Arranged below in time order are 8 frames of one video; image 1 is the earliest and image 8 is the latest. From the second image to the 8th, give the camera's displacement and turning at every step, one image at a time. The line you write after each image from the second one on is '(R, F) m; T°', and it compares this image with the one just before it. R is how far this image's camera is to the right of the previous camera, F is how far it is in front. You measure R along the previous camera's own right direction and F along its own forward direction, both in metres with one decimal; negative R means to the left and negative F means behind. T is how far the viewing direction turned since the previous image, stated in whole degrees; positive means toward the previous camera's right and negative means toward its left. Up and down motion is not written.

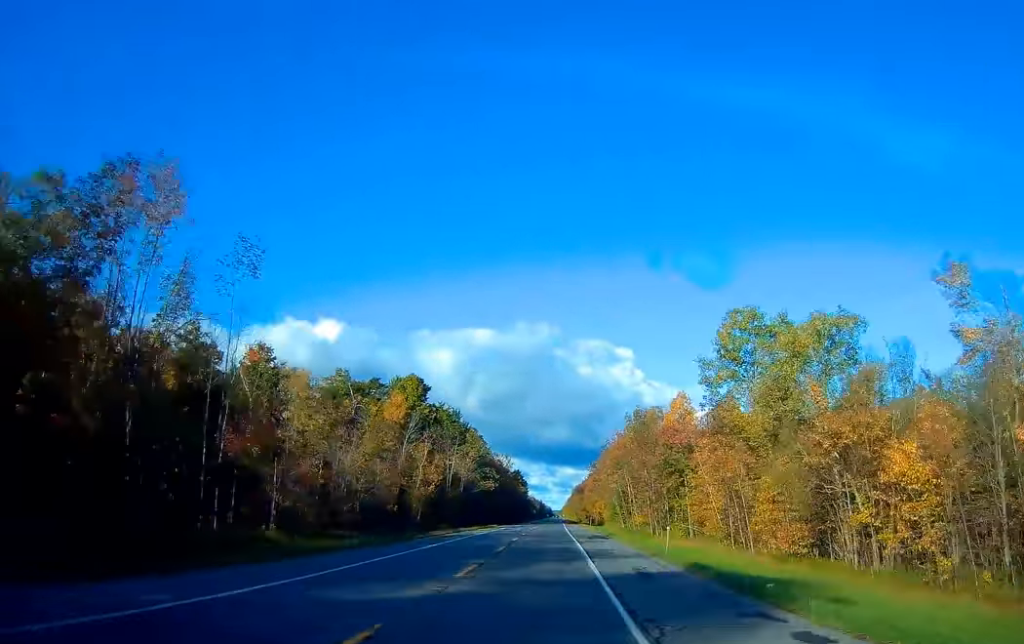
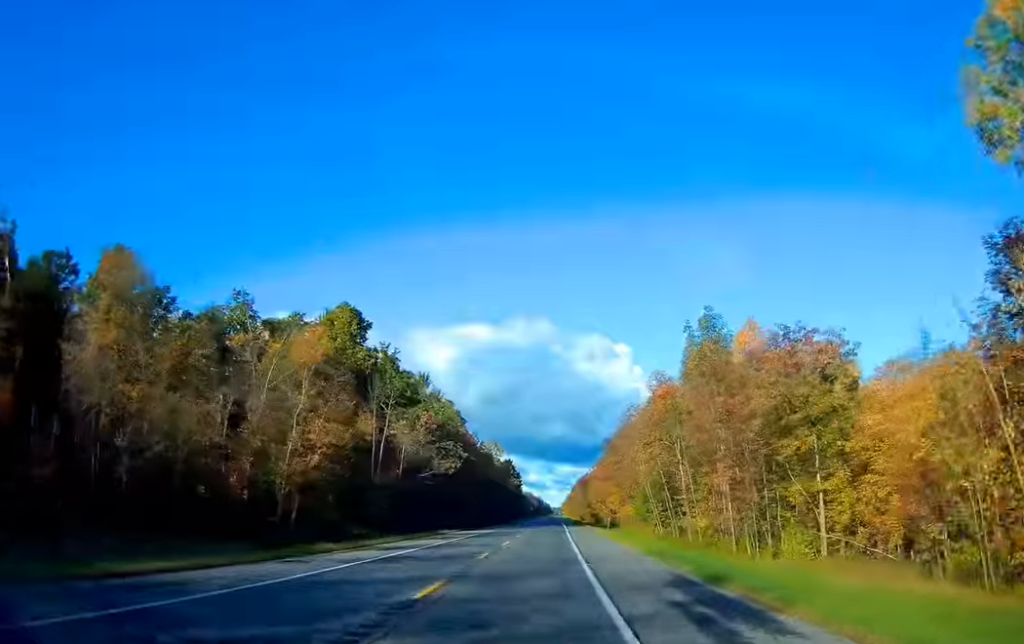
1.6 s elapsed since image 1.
(+0.2, +41.8) m; +1°
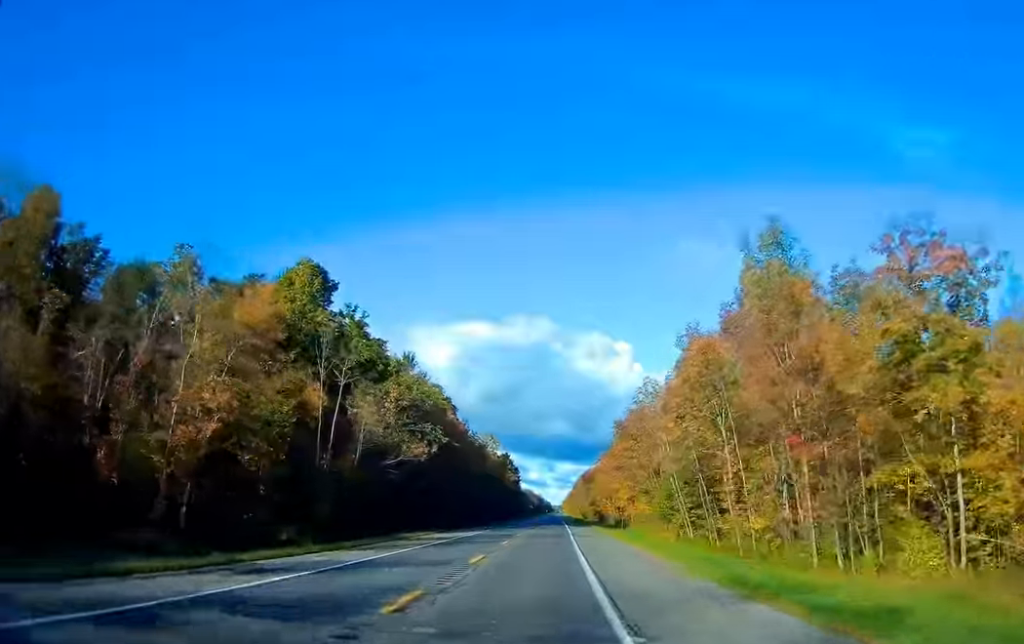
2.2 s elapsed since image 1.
(0.0, +14.6) m; -1°
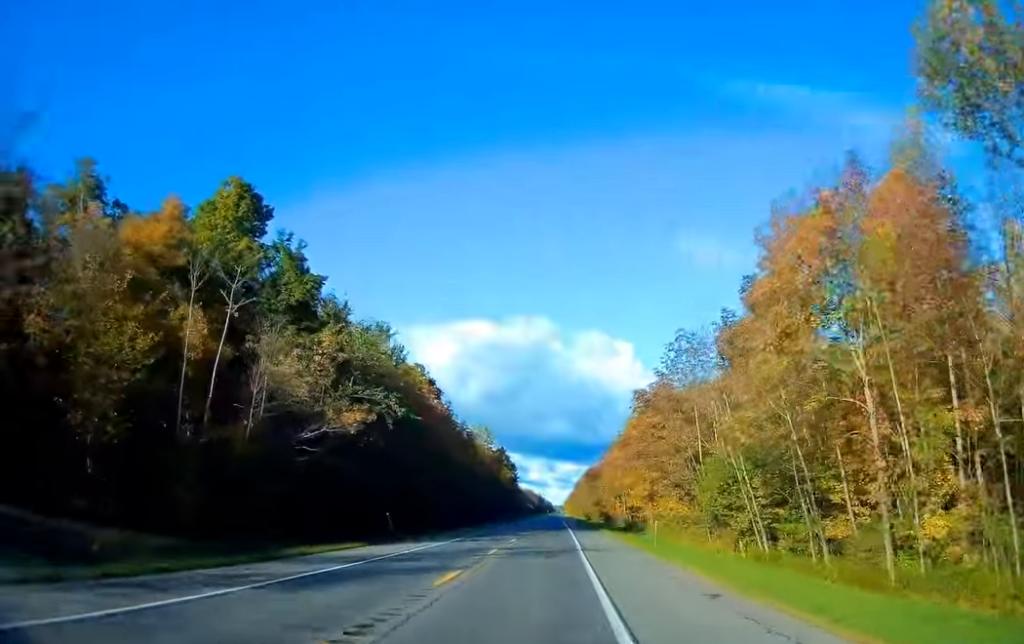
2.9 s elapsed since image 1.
(0.0, +18.8) m; -1°
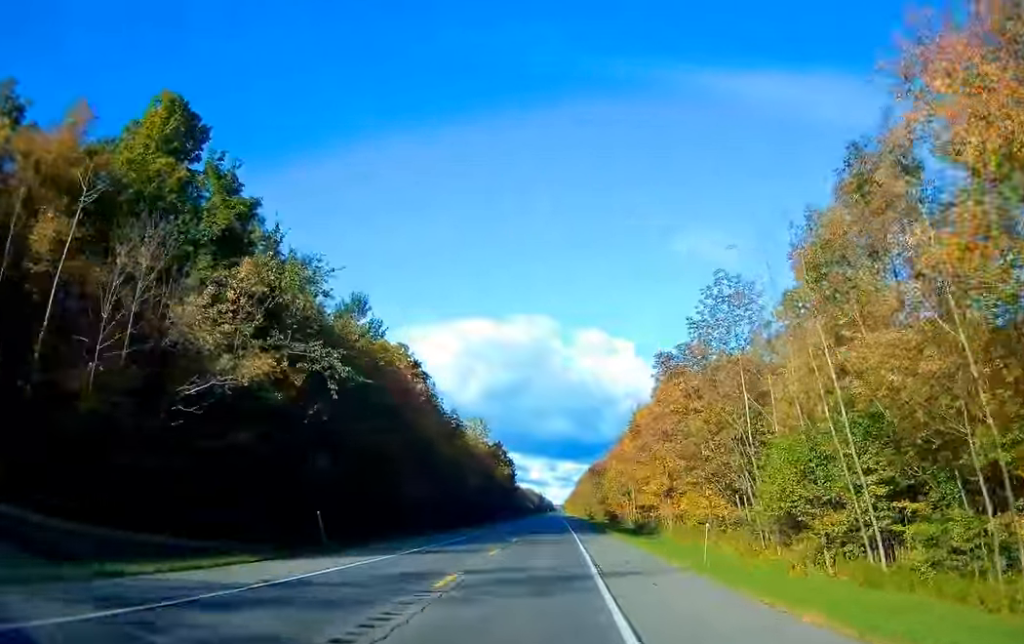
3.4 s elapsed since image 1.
(-0.2, +13.6) m; 0°
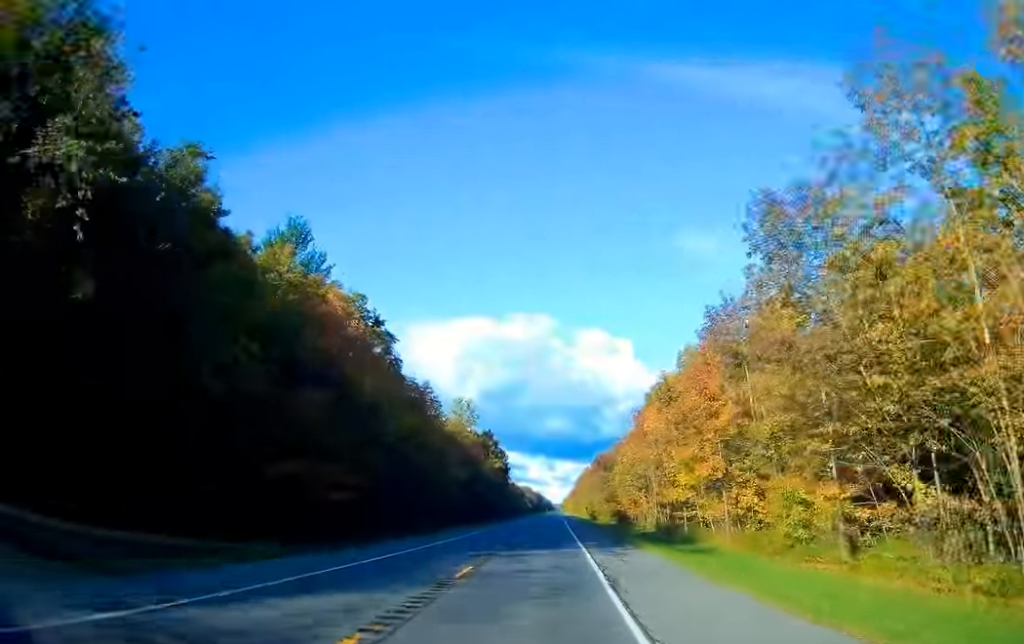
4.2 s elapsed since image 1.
(+0.2, +21.9) m; +1°
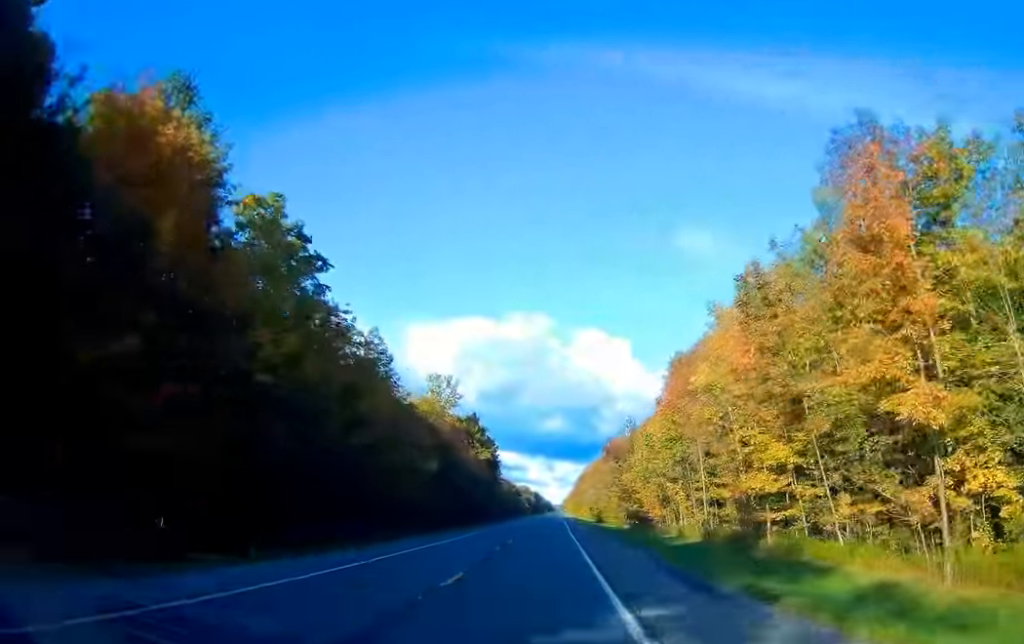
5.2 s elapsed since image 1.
(+0.2, +26.1) m; 0°
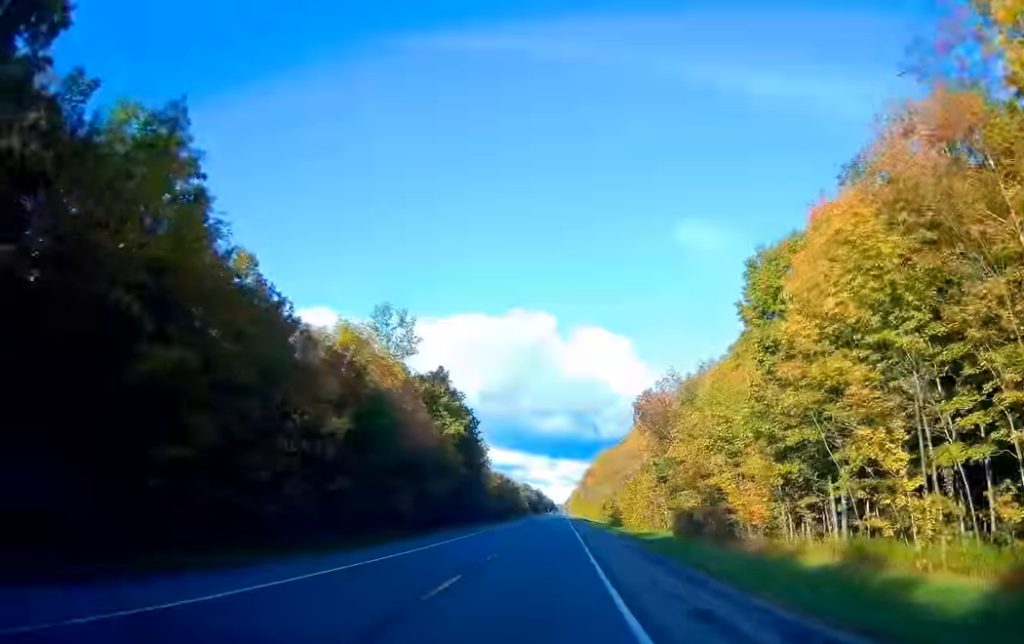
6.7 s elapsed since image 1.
(-0.5, +38.6) m; 0°
